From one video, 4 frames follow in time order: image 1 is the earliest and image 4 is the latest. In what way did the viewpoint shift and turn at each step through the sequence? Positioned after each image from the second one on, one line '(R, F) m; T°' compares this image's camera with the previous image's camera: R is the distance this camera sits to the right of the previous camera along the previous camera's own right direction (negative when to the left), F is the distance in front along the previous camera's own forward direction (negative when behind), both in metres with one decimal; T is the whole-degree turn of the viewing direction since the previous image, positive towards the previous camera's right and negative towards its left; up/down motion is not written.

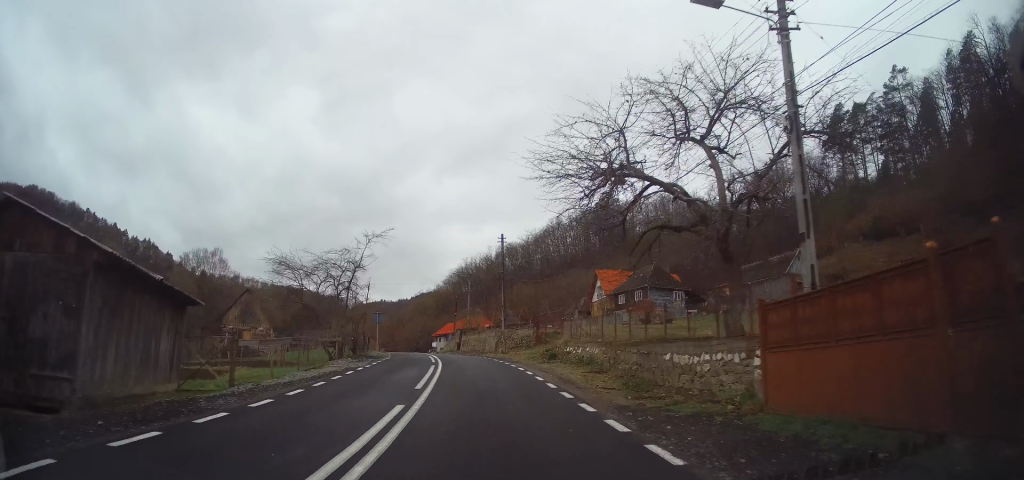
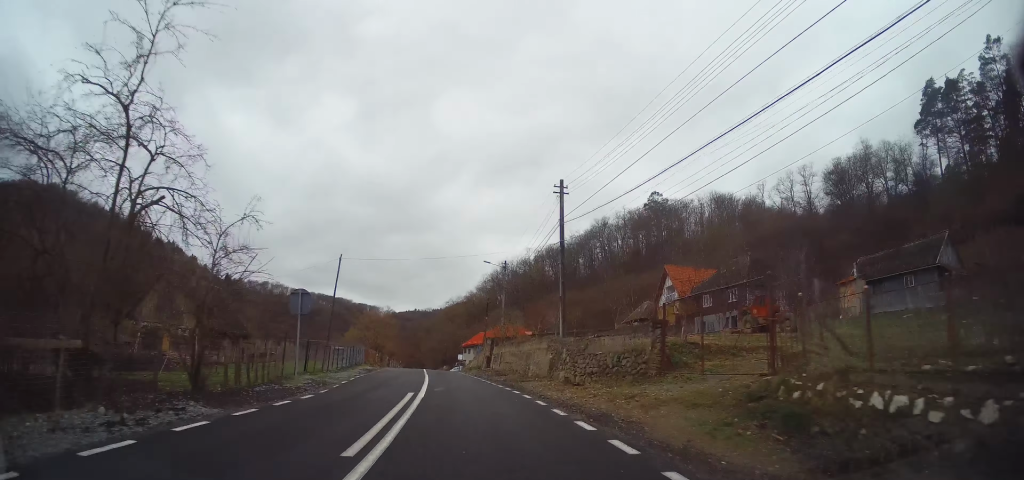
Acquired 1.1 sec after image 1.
(-0.3, +19.1) m; -4°
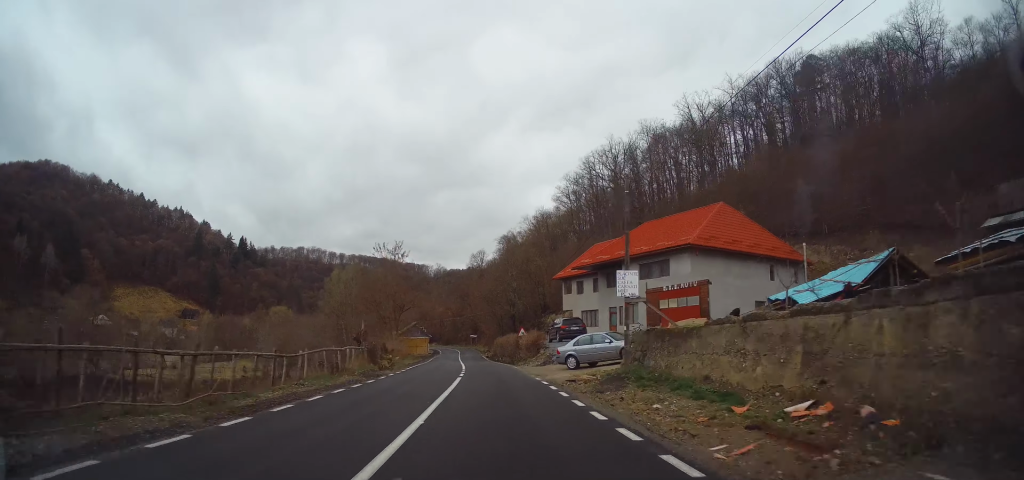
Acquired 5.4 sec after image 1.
(-5.7, +72.6) m; -5°
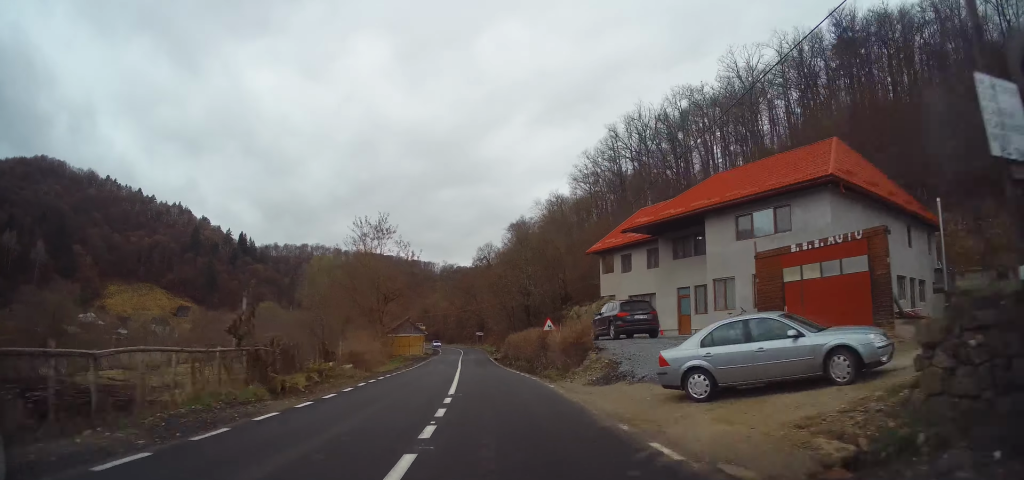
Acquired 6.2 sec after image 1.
(-0.2, +13.5) m; -1°
